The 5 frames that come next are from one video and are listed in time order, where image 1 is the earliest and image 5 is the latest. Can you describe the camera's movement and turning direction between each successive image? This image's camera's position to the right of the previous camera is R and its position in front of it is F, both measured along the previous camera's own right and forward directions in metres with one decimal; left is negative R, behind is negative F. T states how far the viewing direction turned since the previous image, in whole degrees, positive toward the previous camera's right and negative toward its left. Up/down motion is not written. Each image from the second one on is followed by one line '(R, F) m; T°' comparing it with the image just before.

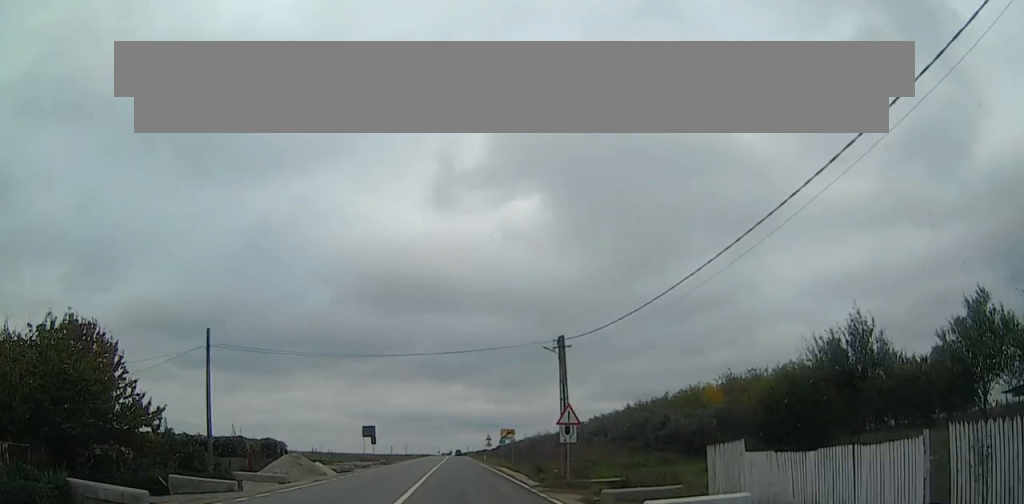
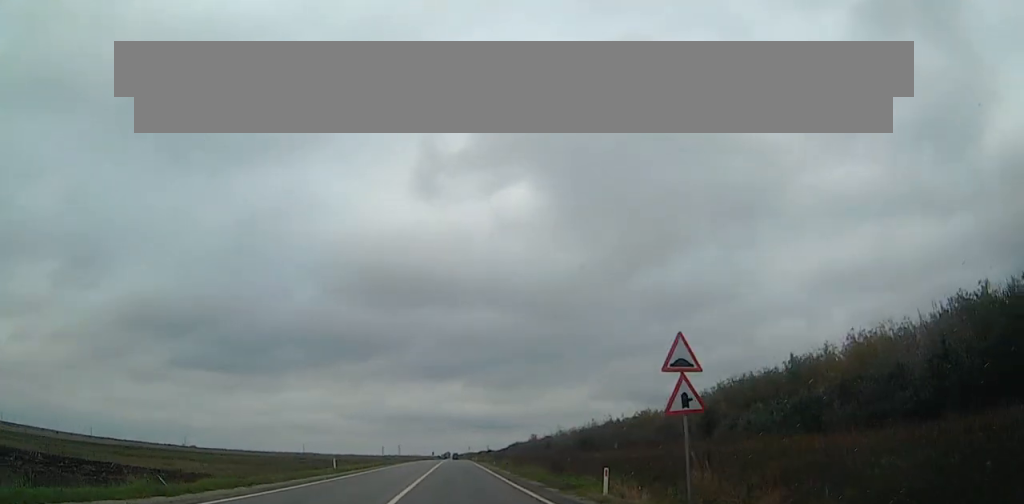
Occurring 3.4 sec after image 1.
(-2.5, +75.0) m; 0°
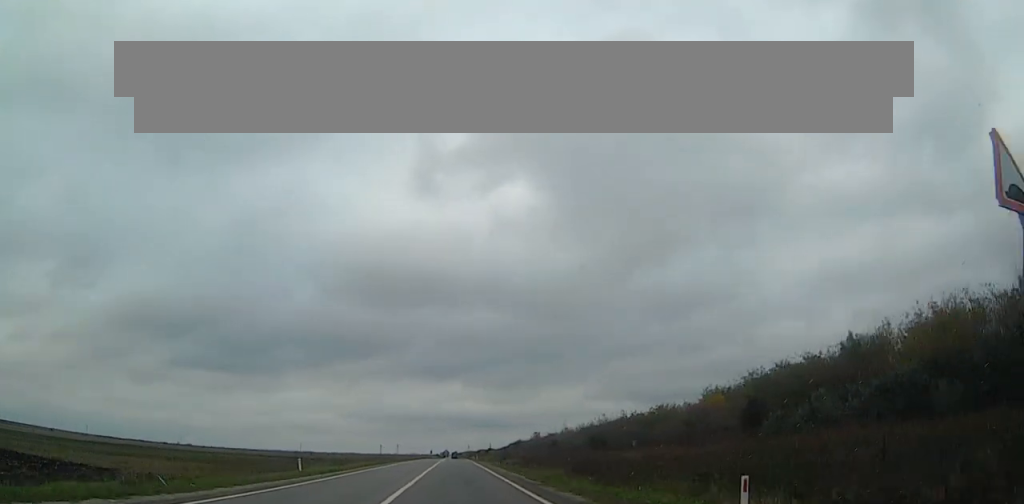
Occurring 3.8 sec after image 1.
(-0.1, +9.0) m; 0°
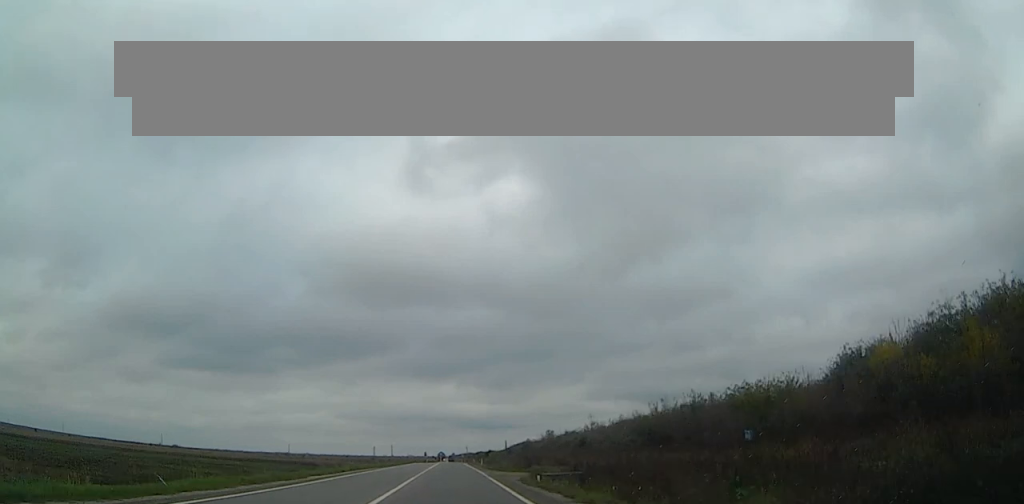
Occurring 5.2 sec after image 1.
(-0.2, +30.4) m; -1°
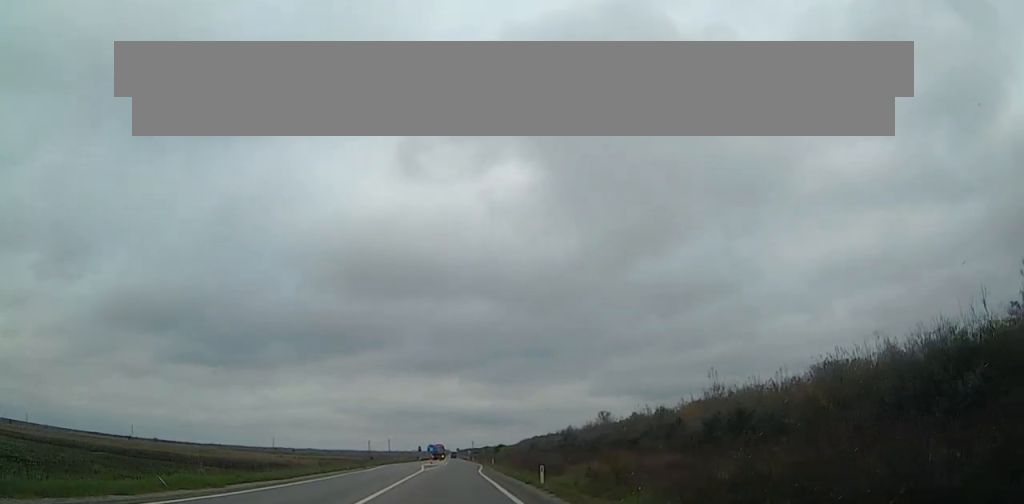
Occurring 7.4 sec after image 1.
(-1.4, +53.6) m; -2°
